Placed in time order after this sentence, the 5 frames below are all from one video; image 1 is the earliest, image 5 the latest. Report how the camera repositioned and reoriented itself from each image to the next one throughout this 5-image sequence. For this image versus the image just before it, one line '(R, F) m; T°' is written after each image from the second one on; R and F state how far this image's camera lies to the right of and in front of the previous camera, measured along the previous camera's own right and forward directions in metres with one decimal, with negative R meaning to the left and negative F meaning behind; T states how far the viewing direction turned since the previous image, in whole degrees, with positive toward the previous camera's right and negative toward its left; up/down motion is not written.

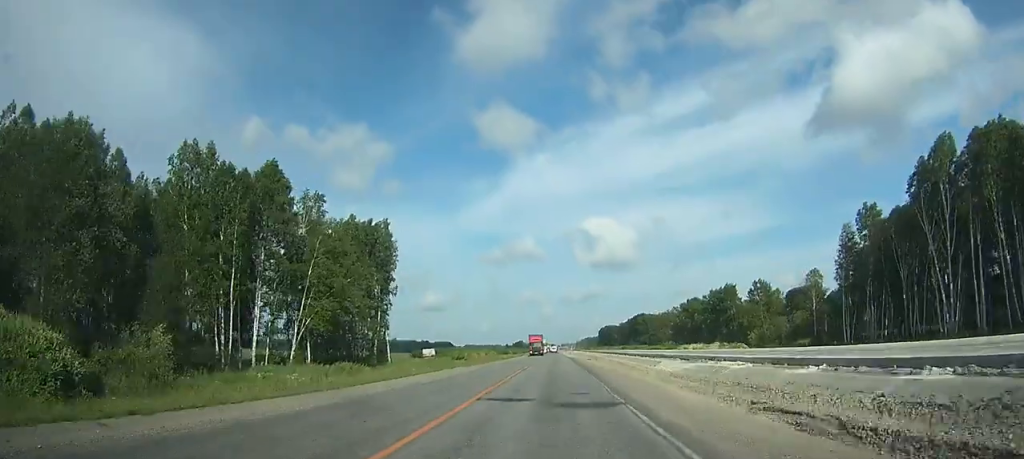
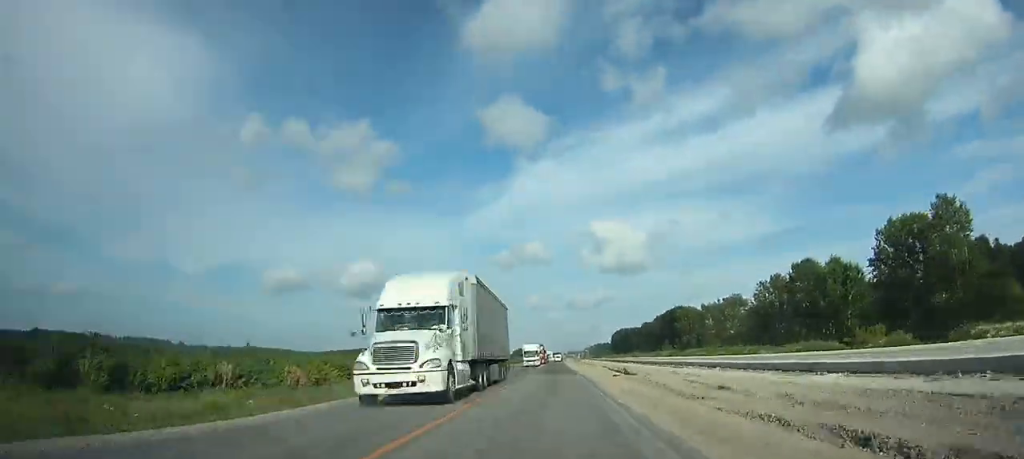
(-0.1, +112.2) m; 0°
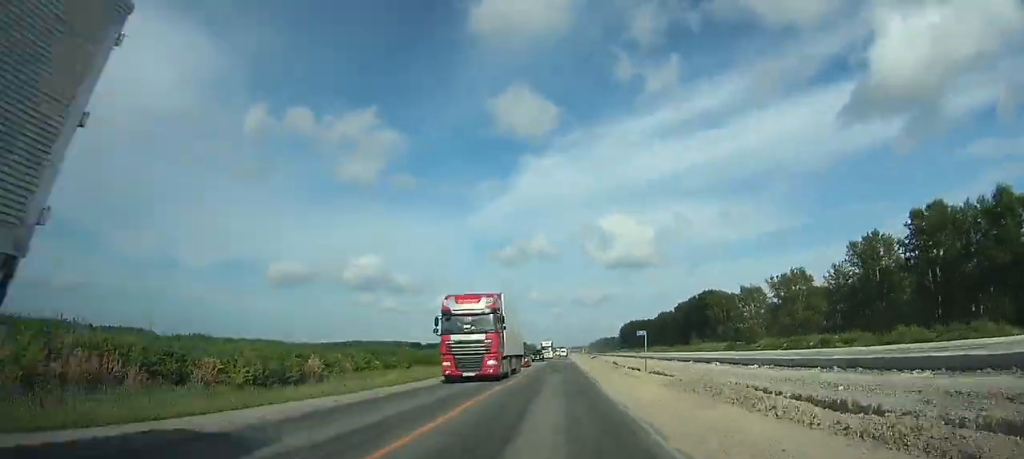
(0.0, +53.5) m; 0°
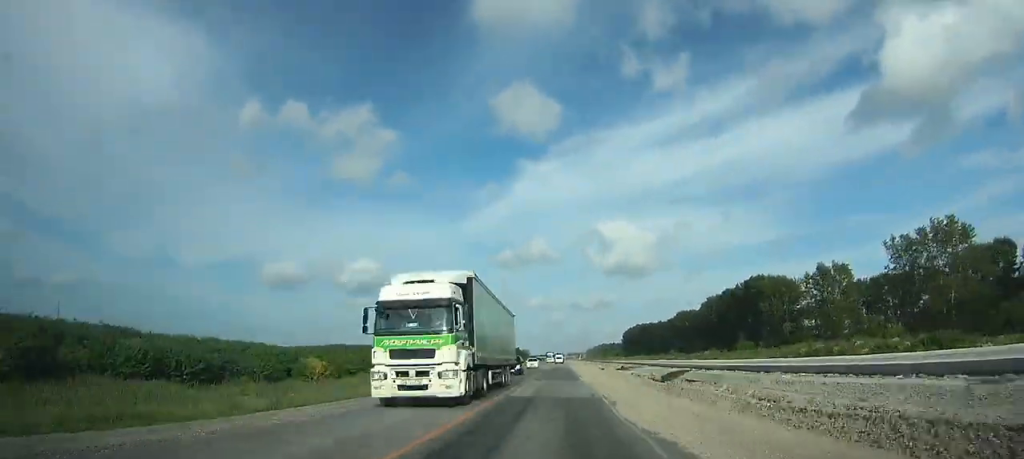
(+0.1, +71.1) m; 0°
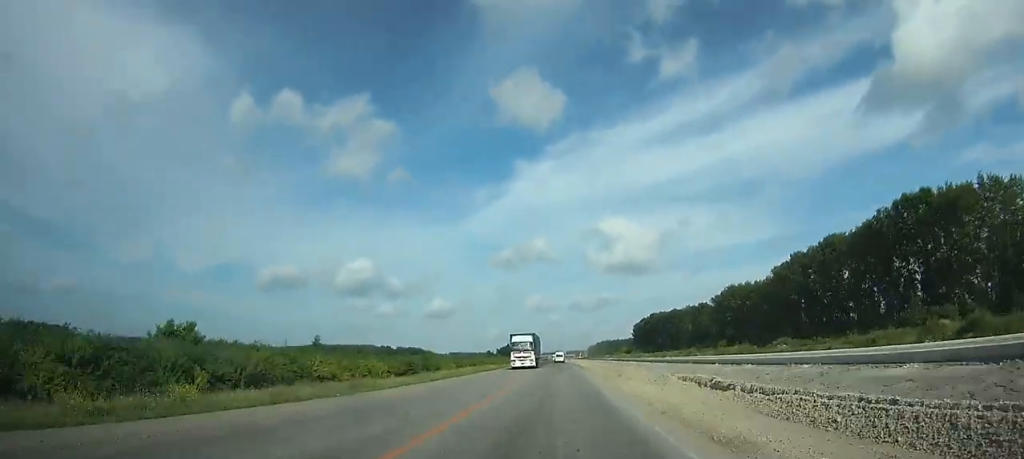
(+0.1, +88.0) m; 0°
